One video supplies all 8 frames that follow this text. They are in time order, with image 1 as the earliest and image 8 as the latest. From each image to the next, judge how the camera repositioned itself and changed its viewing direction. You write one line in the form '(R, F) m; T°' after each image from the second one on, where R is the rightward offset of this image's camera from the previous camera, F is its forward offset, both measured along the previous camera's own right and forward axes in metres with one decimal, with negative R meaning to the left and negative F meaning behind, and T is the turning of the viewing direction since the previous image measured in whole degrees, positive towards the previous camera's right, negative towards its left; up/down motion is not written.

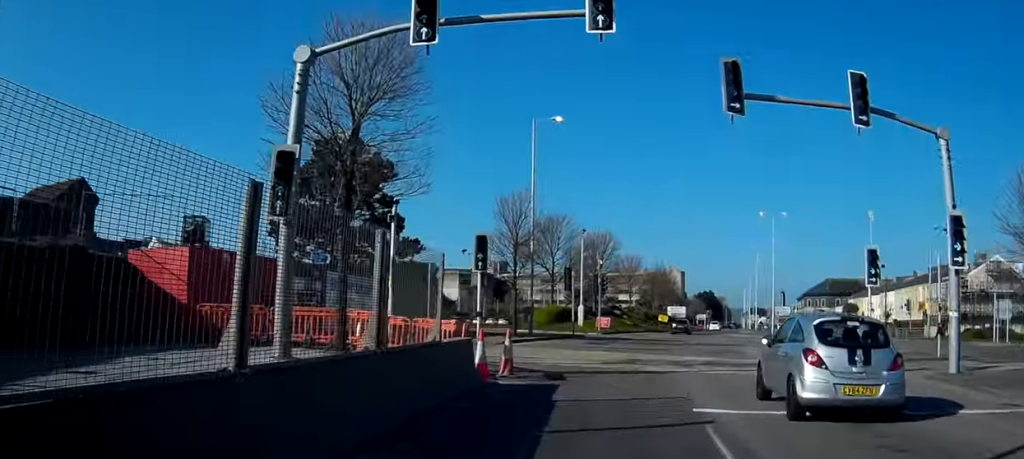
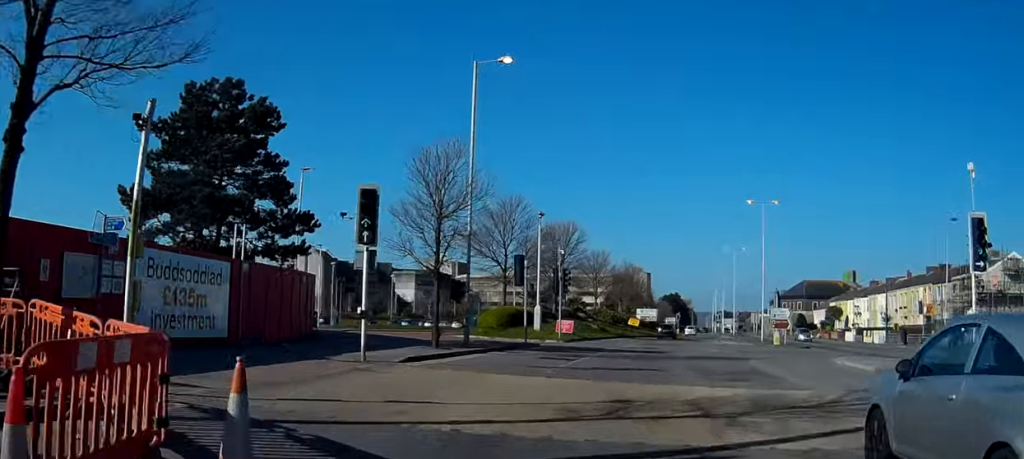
(+0.2, +10.2) m; +2°
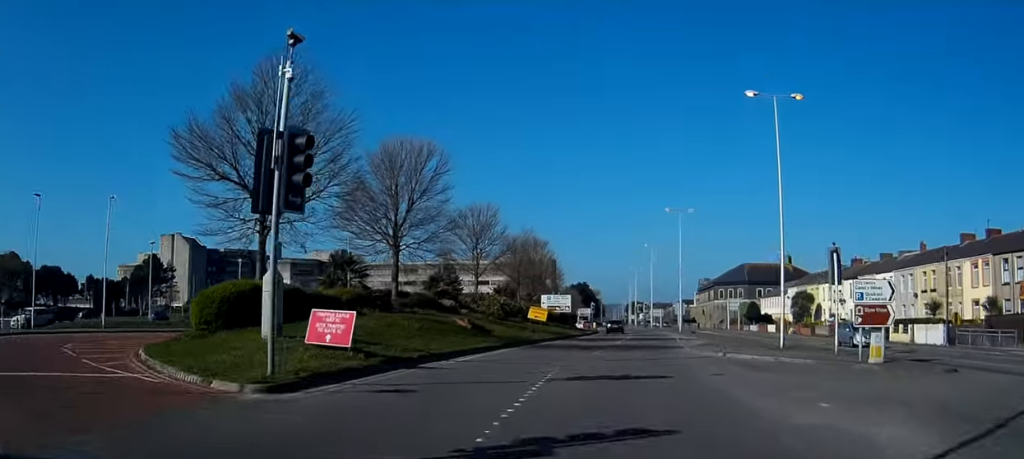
(+1.6, +31.2) m; +5°
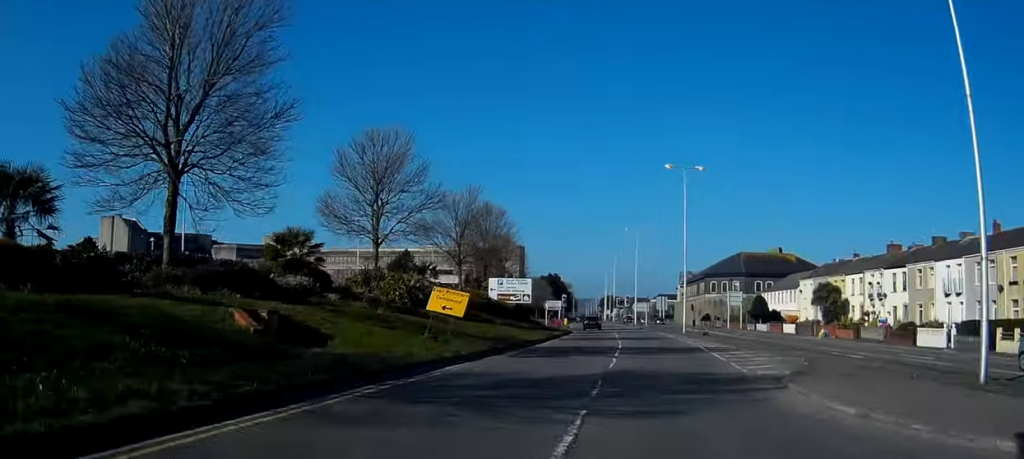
(+0.4, +21.6) m; +1°
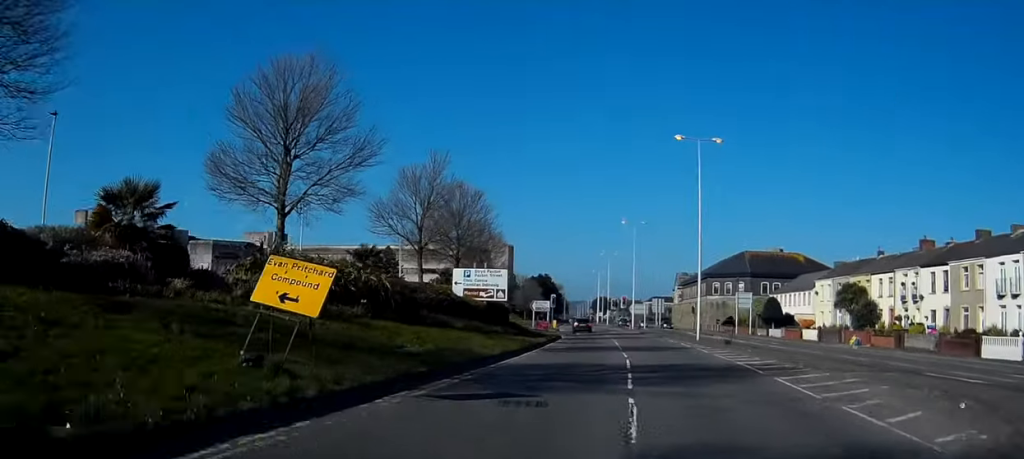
(0.0, +10.4) m; 0°
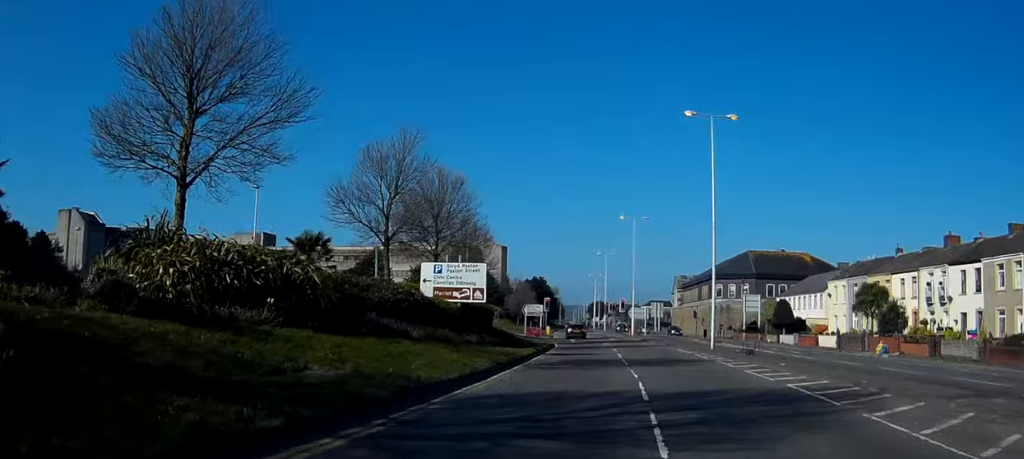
(0.0, +5.8) m; 0°
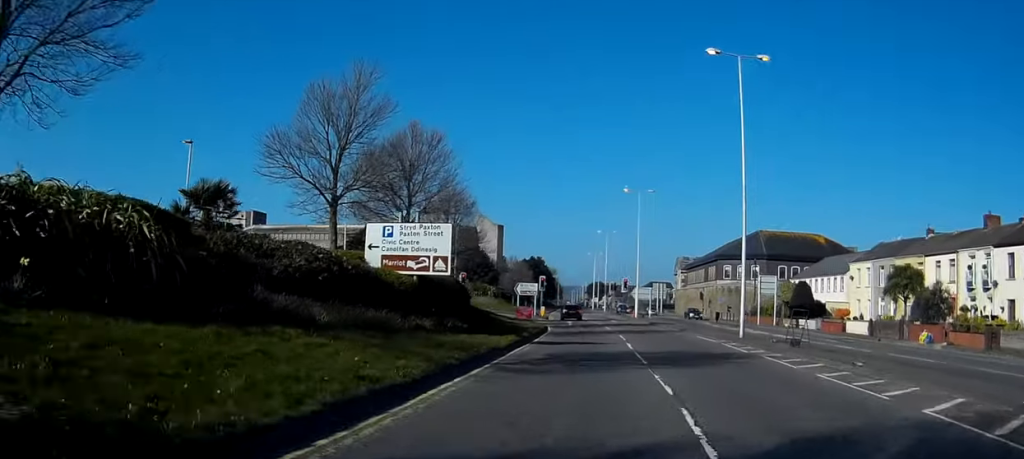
(0.0, +7.0) m; 0°
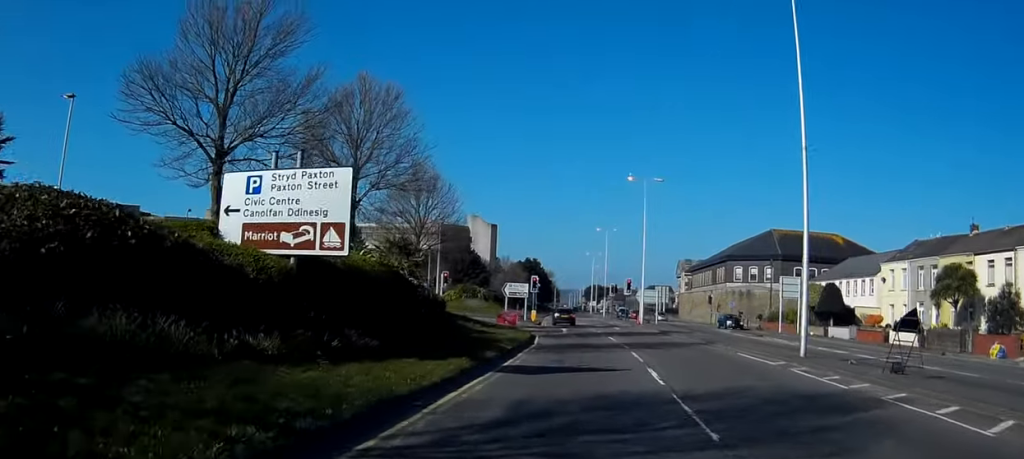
(+0.1, +8.9) m; 0°
